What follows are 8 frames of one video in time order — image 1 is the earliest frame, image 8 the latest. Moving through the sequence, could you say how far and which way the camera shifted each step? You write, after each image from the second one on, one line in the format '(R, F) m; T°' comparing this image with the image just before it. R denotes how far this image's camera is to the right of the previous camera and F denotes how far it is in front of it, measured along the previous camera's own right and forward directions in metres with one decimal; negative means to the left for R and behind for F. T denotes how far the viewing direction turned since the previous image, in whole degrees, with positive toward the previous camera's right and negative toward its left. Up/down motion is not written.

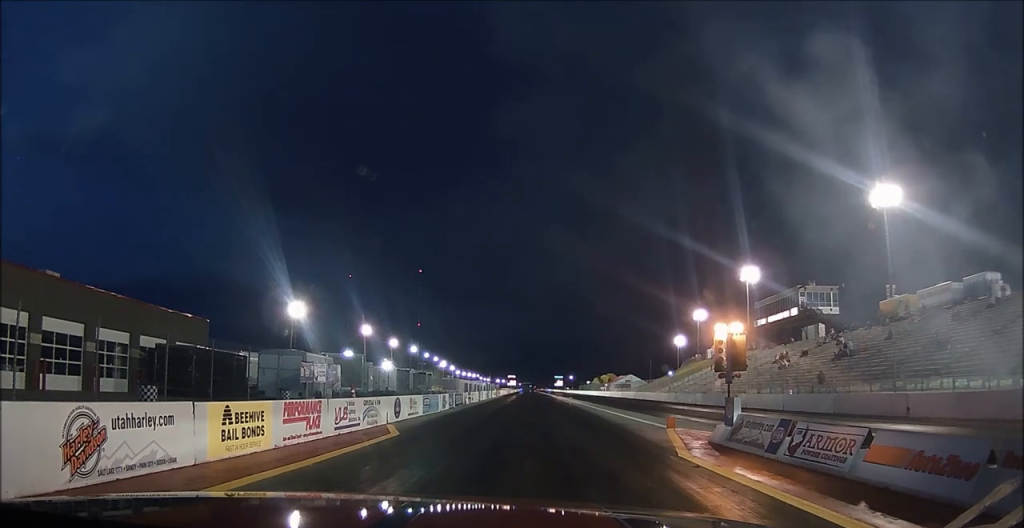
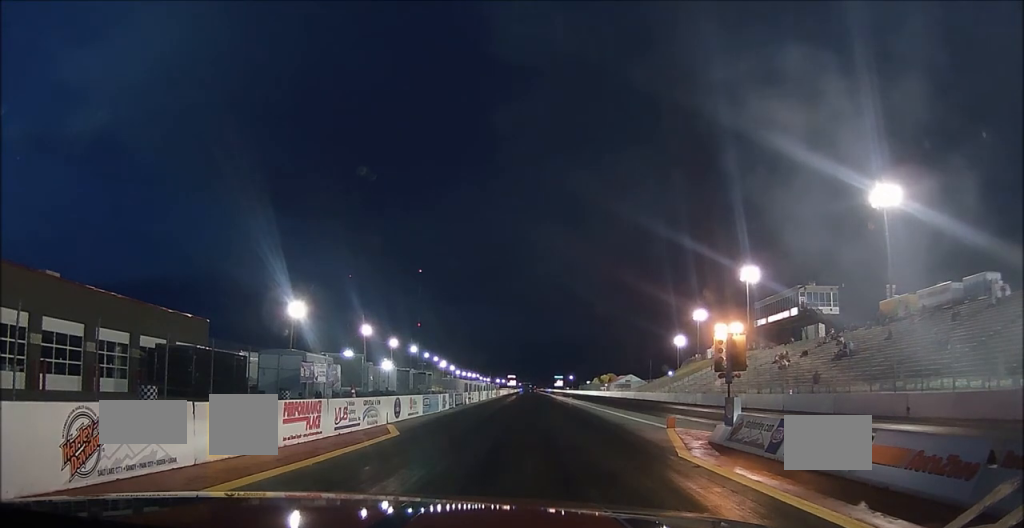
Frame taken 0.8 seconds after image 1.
(0.0, 0.0) m; 0°
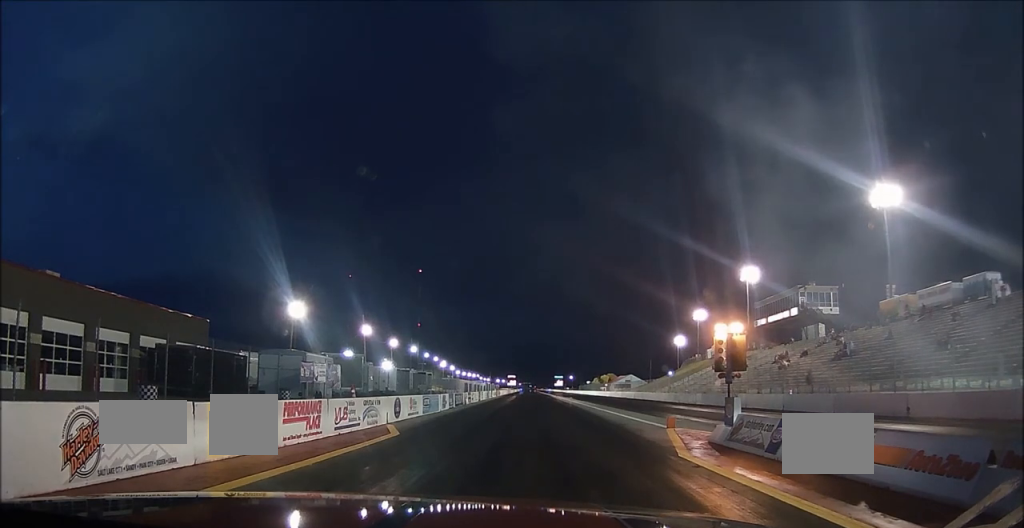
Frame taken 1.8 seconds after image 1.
(0.0, 0.0) m; 0°
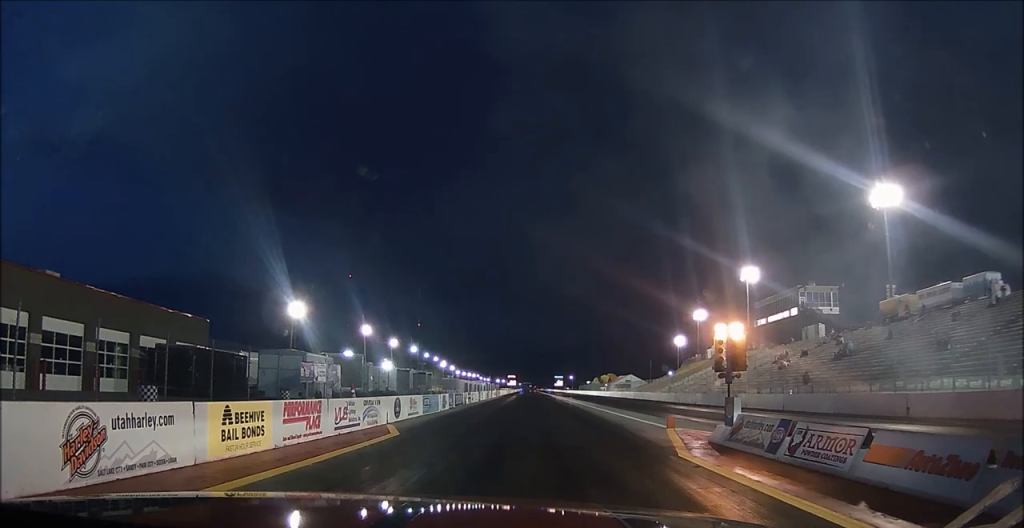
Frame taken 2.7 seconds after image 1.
(0.0, 0.0) m; 0°
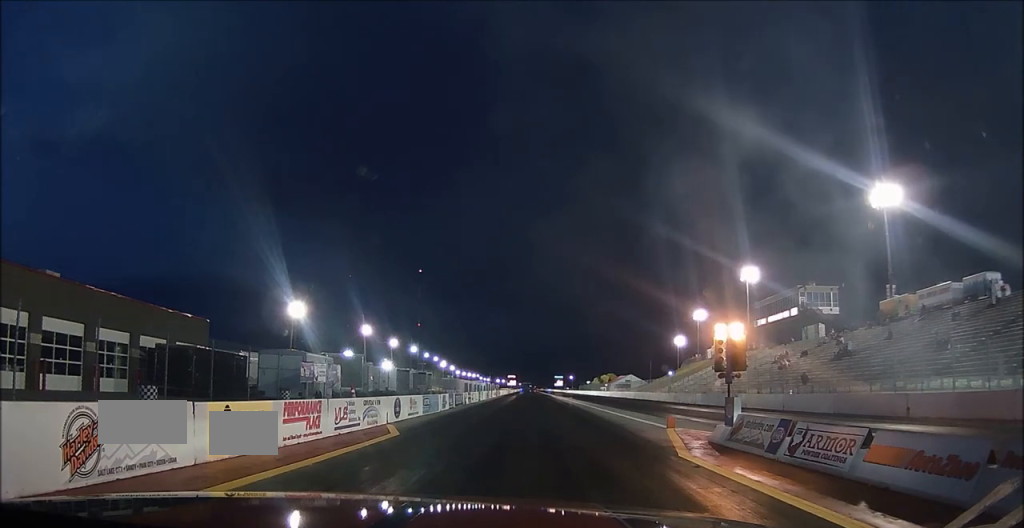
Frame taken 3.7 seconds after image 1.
(0.0, 0.0) m; 0°
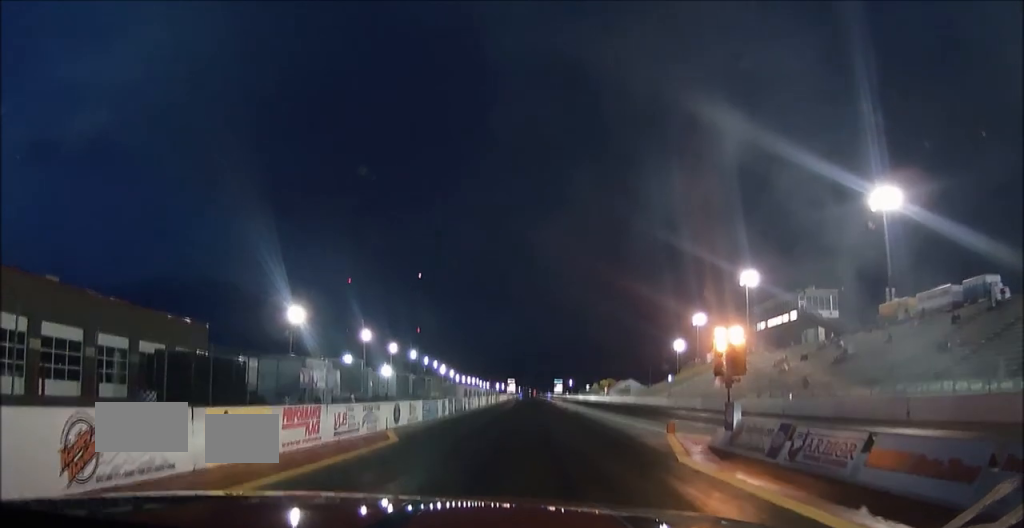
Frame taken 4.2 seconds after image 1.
(-0.1, +0.7) m; 0°
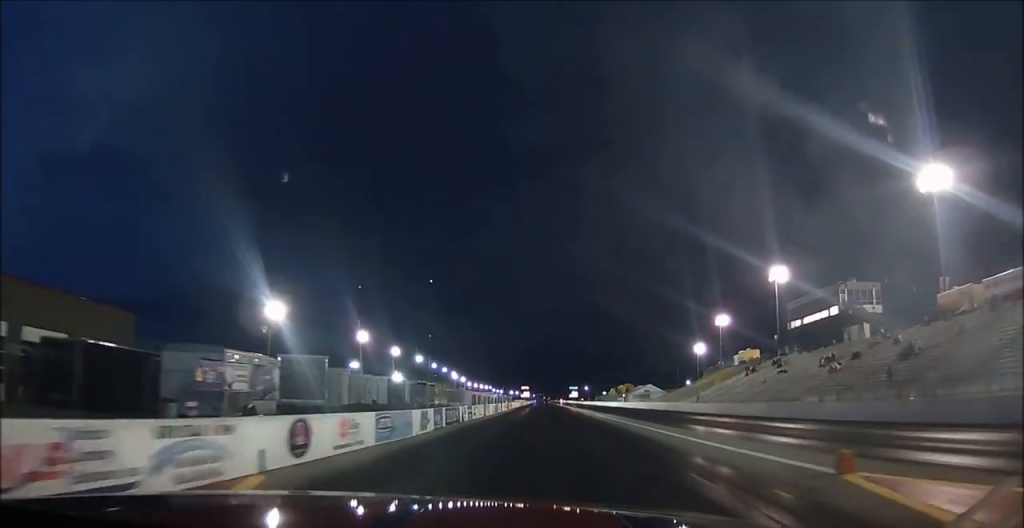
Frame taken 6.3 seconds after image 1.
(+0.2, +14.6) m; +2°
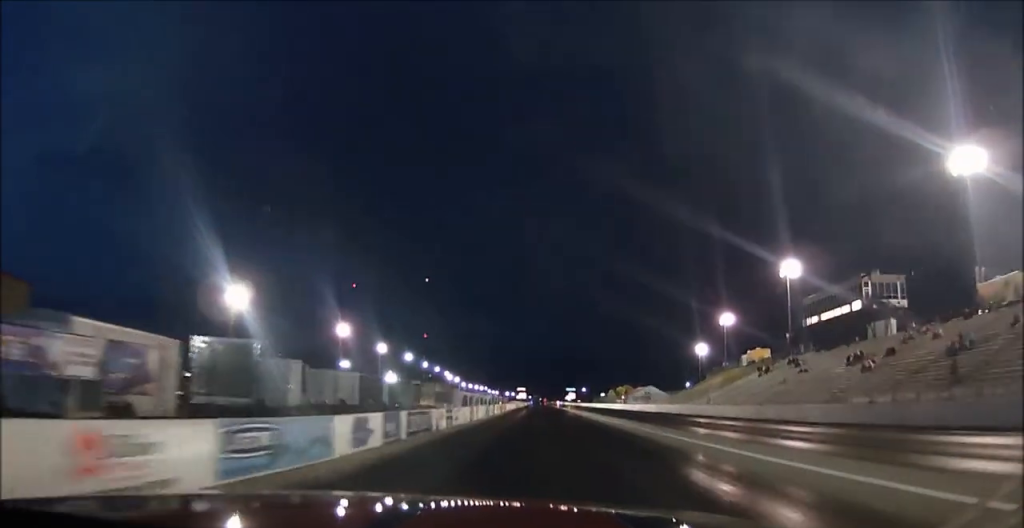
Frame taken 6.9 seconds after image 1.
(-0.1, +10.3) m; +1°
